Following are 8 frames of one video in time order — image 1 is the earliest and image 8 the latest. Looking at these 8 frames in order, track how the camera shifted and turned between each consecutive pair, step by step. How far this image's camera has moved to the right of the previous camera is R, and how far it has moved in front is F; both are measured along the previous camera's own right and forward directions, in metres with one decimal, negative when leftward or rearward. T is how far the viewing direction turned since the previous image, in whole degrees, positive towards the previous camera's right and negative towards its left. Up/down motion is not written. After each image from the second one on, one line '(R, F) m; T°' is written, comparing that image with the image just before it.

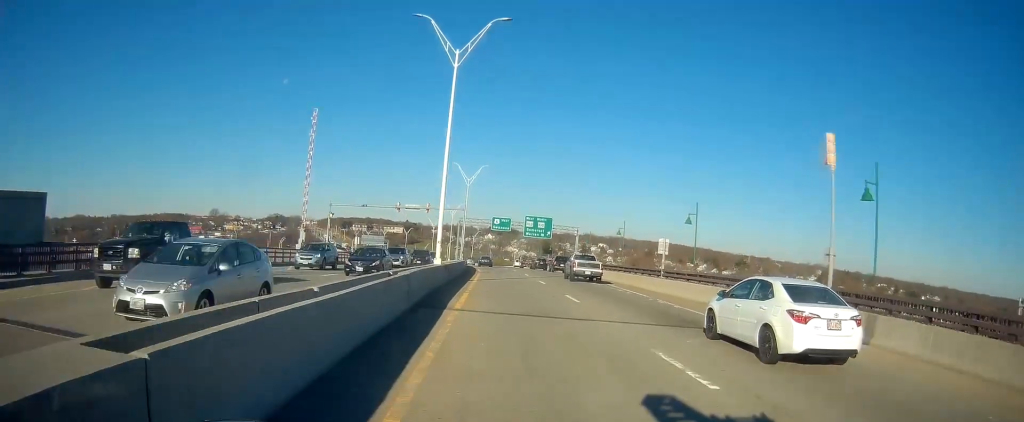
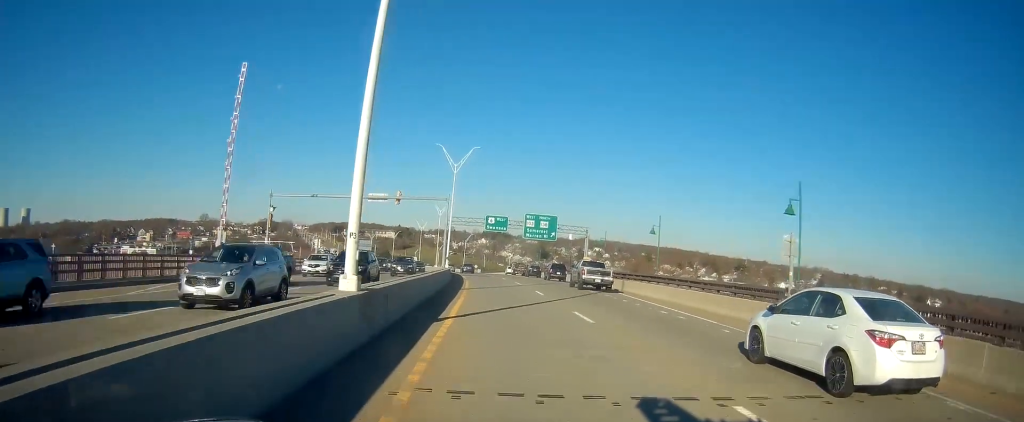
(-0.1, +15.6) m; 0°
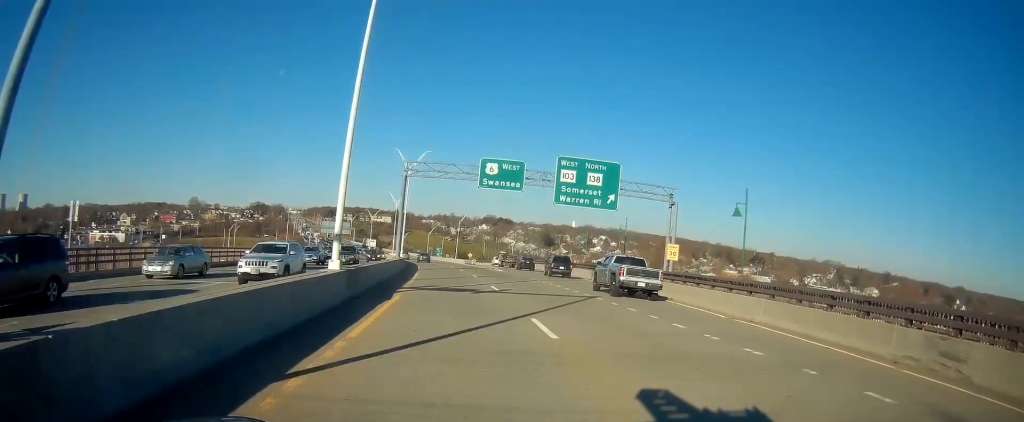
(+0.4, +41.0) m; -1°
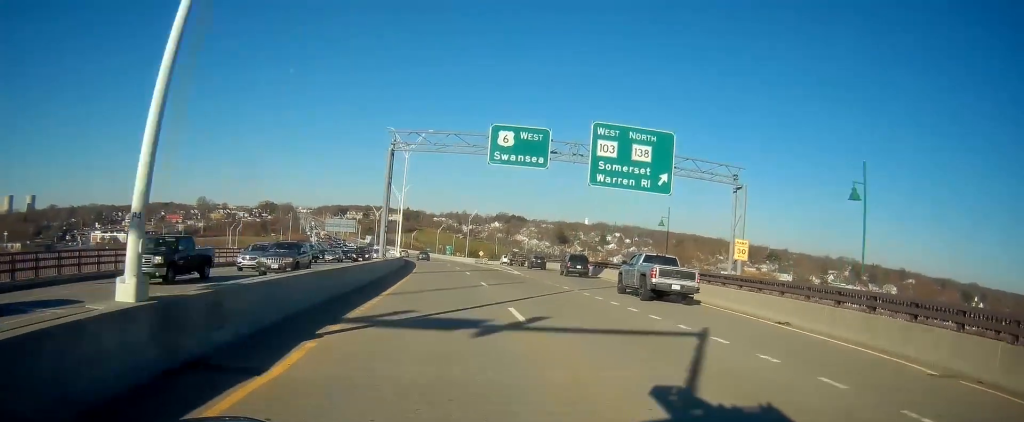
(-0.3, +10.7) m; -1°
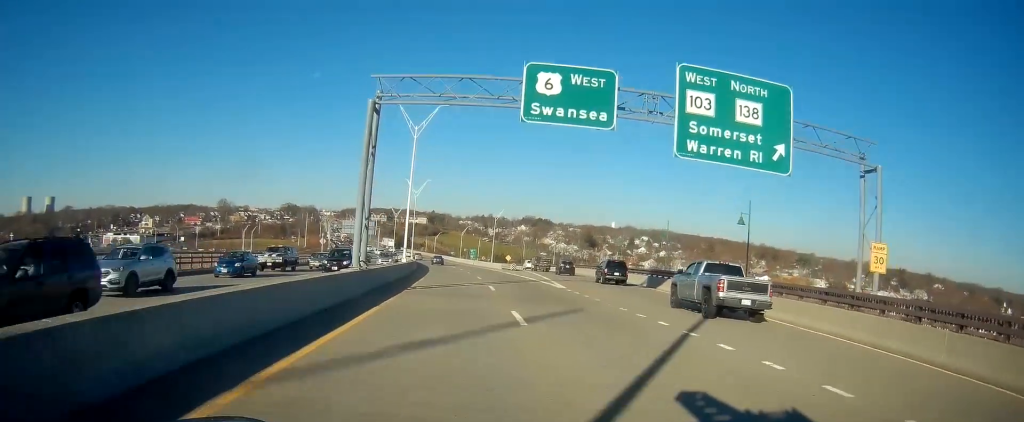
(-0.4, +11.4) m; -2°
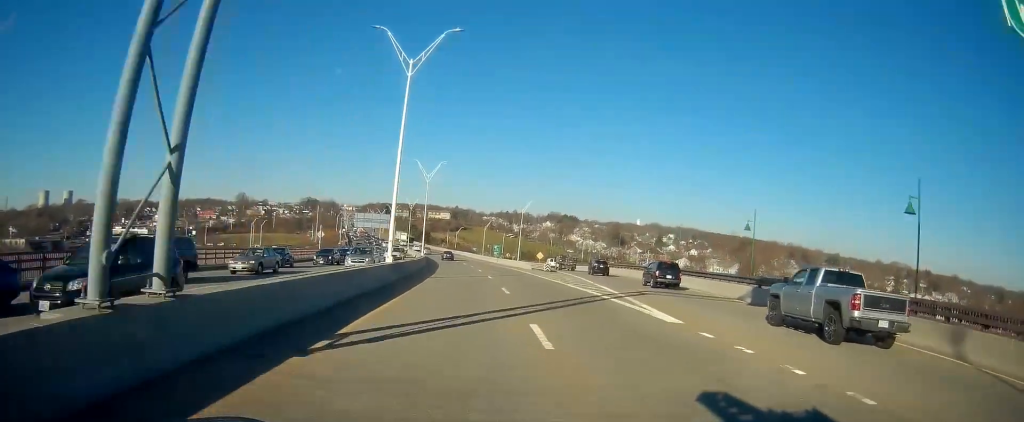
(+0.1, +15.6) m; -1°
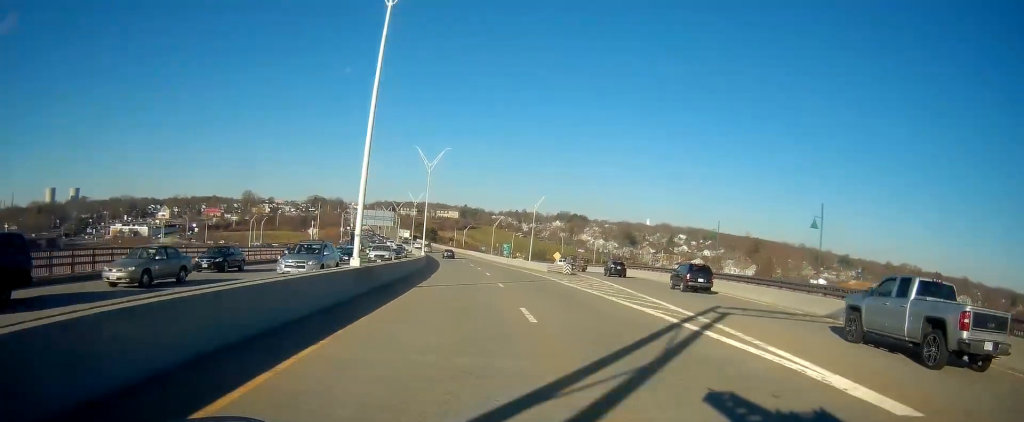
(-0.2, +9.0) m; -1°
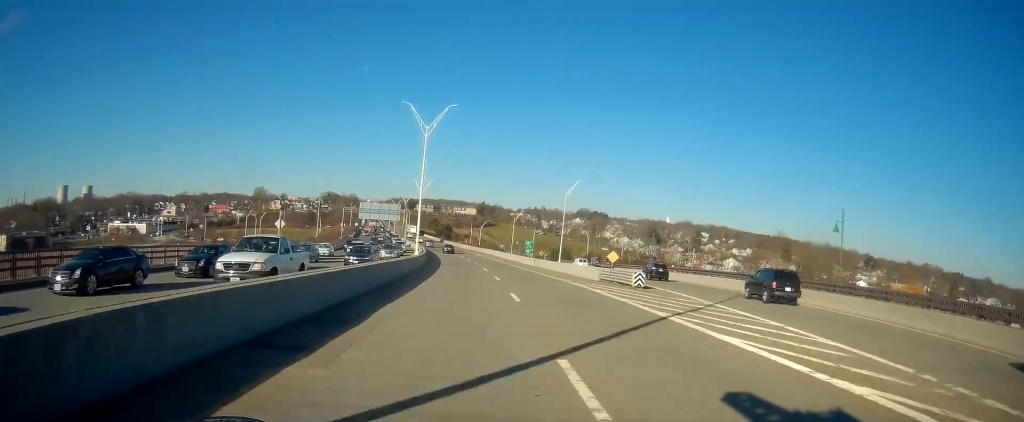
(-0.6, +19.7) m; -3°
